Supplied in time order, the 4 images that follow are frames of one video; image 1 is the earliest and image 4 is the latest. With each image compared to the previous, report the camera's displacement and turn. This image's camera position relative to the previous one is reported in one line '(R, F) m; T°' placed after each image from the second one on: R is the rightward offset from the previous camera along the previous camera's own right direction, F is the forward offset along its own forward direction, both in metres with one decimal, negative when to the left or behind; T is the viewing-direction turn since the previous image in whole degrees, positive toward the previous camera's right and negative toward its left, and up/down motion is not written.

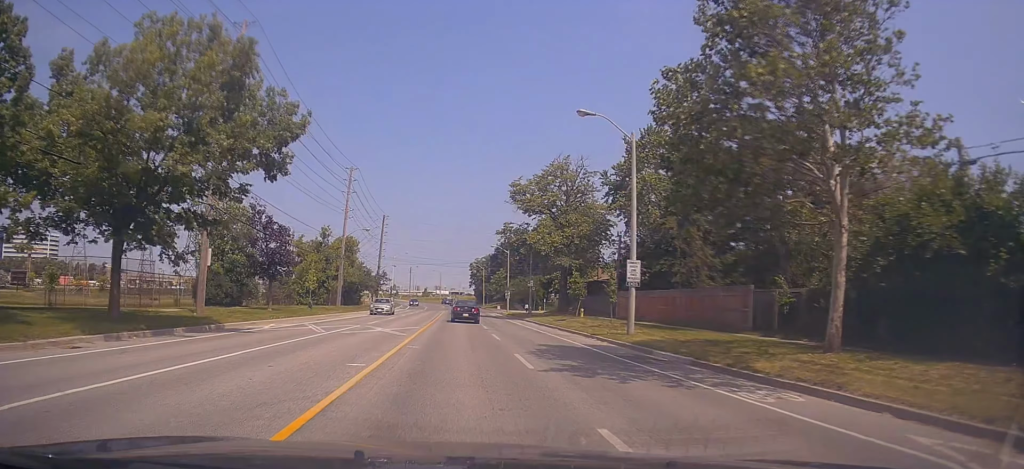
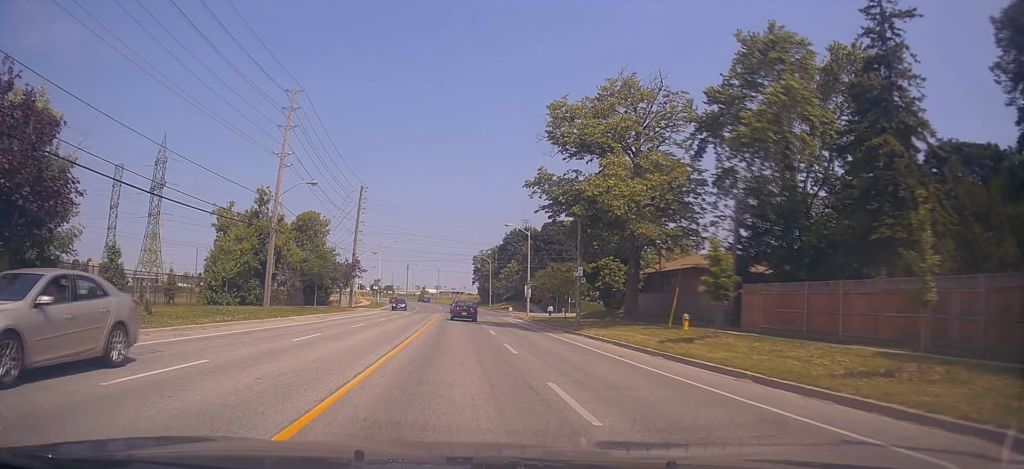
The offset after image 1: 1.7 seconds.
(-0.5, +22.7) m; 0°
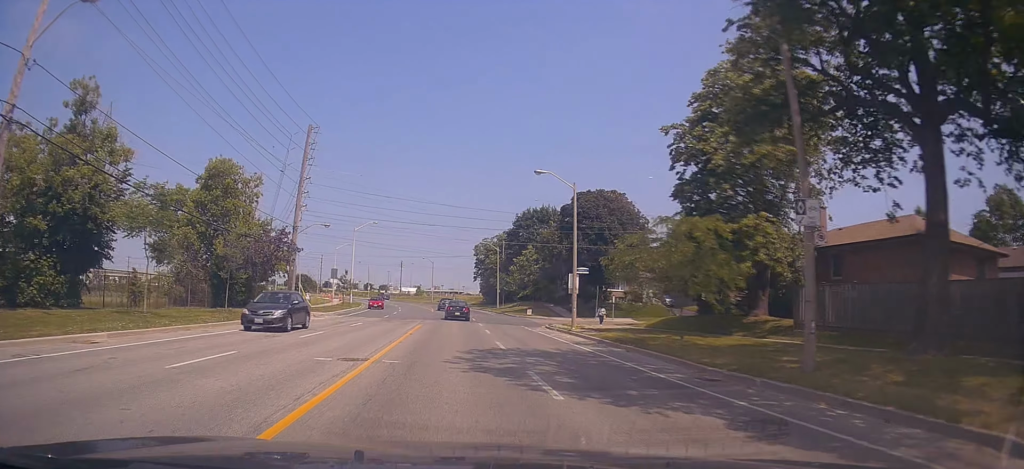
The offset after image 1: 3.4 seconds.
(+0.7, +24.4) m; 0°
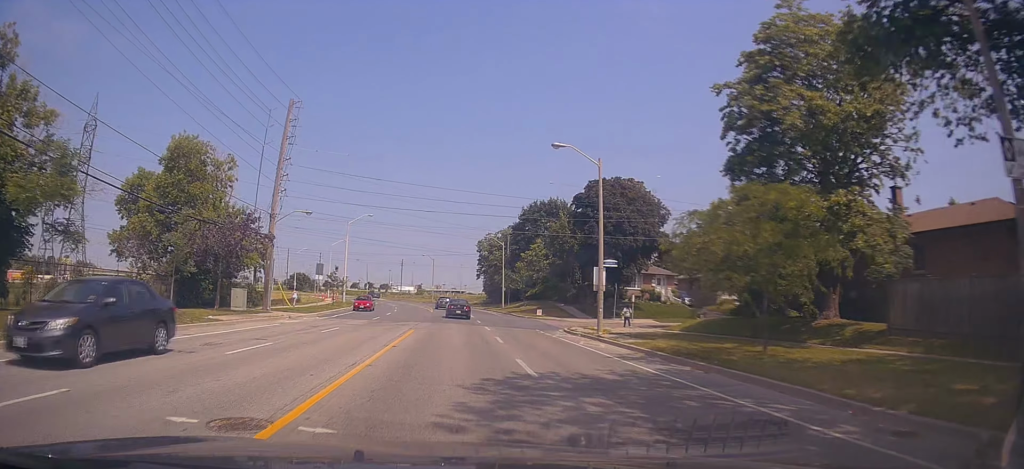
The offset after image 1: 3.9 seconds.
(-0.1, +6.3) m; -1°
